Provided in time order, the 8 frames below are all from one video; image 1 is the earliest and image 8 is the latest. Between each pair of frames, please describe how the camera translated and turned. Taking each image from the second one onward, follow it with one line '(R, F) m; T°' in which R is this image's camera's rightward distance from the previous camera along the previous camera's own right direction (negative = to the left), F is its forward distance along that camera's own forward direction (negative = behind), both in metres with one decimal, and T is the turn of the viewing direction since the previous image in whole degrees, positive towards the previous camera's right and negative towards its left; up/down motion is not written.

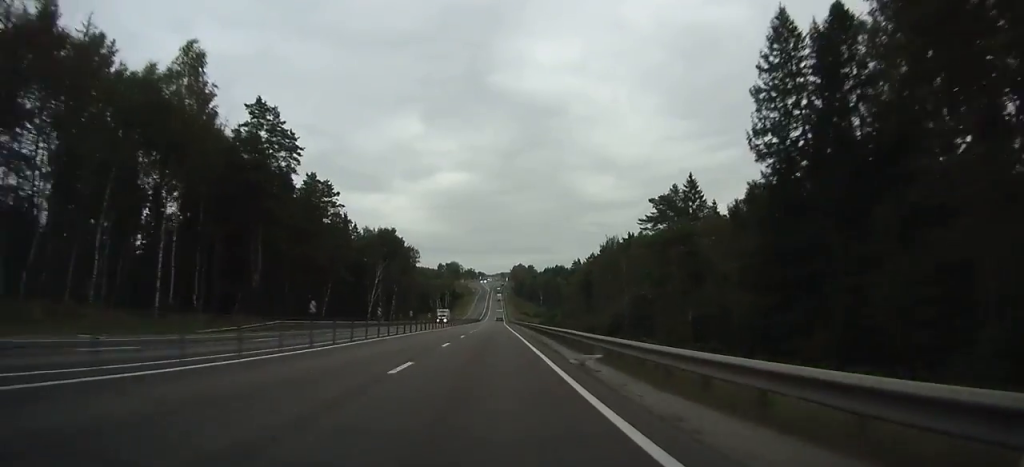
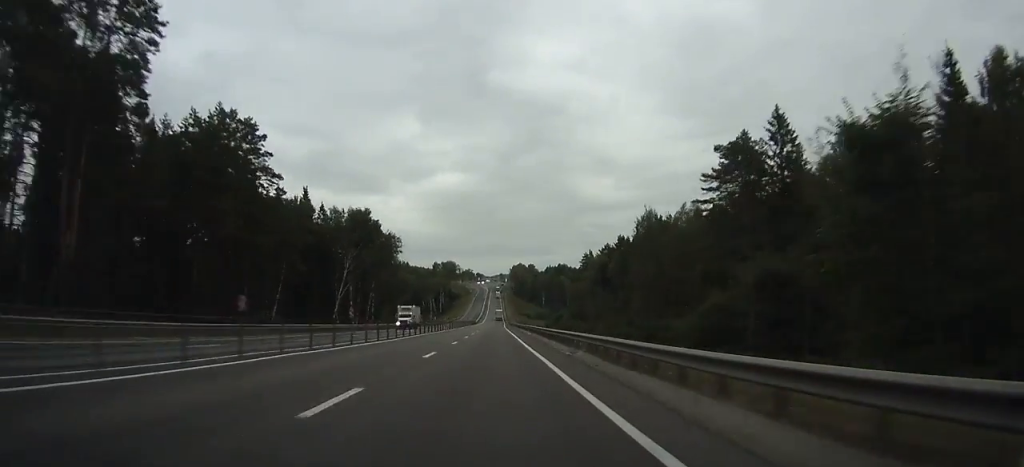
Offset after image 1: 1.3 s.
(0.0, +29.8) m; 0°
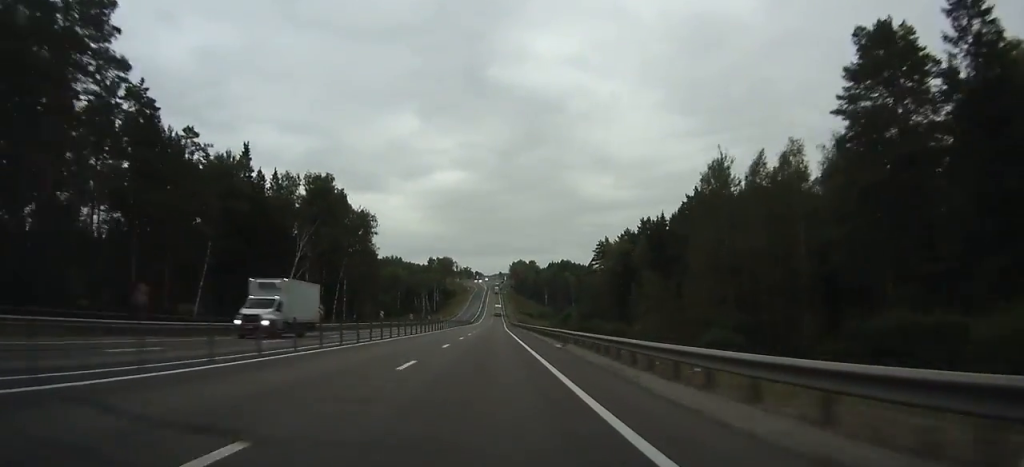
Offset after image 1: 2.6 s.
(0.0, +28.4) m; 0°
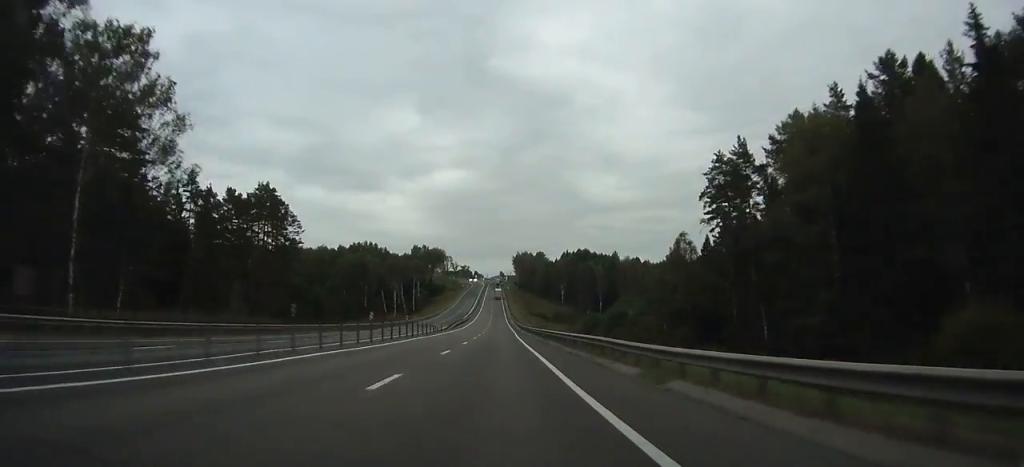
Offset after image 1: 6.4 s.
(-0.6, +86.5) m; -1°
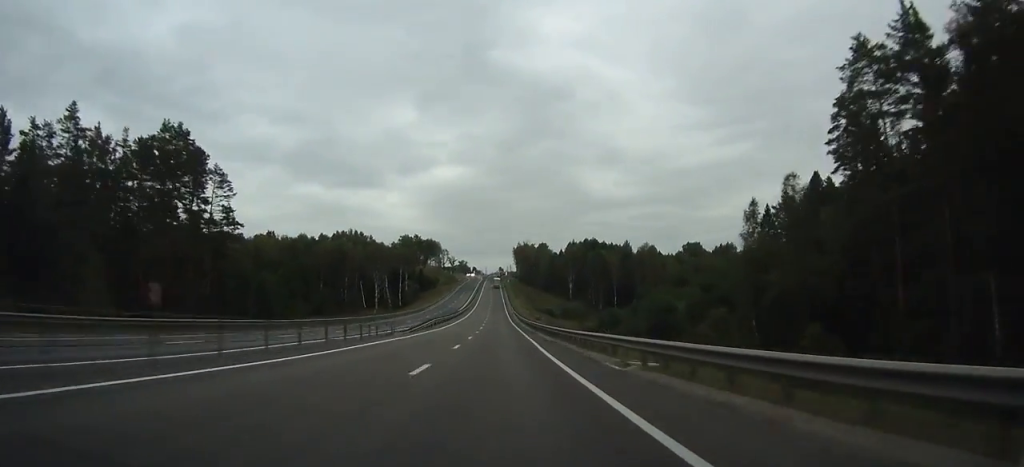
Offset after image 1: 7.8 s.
(0.0, +32.5) m; 0°
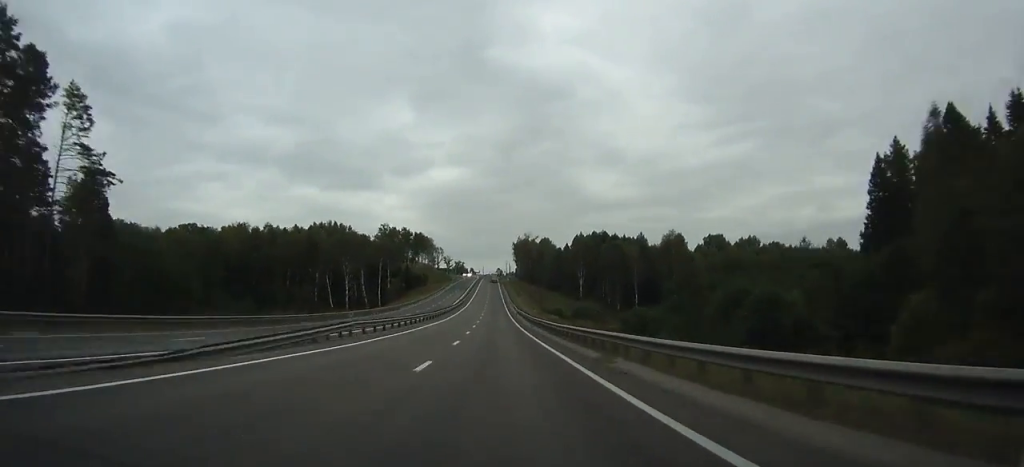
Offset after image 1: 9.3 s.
(+0.1, +34.4) m; 0°
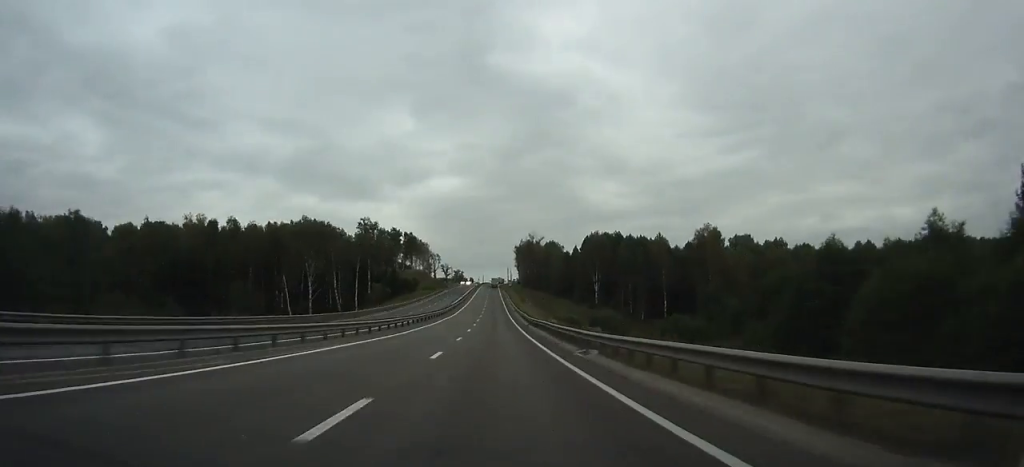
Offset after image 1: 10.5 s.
(+0.1, +30.0) m; 0°
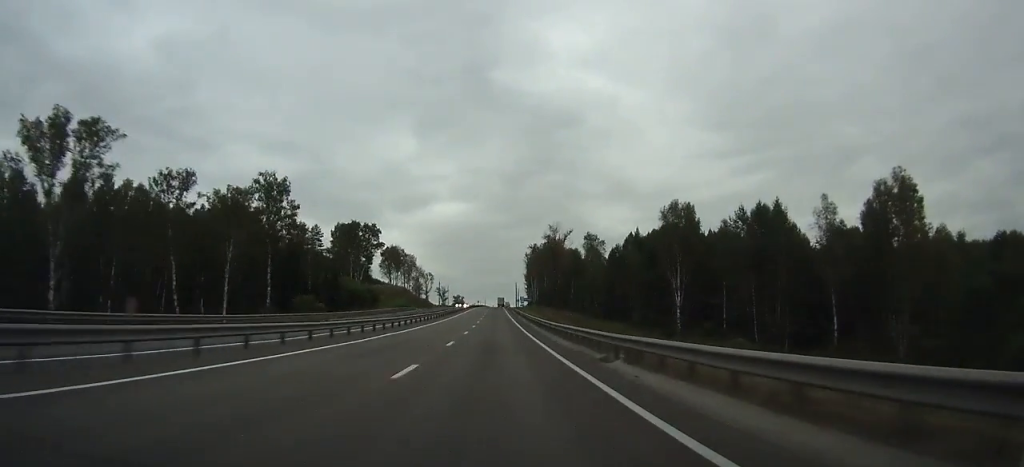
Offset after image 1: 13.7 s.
(0.0, +75.9) m; 0°
